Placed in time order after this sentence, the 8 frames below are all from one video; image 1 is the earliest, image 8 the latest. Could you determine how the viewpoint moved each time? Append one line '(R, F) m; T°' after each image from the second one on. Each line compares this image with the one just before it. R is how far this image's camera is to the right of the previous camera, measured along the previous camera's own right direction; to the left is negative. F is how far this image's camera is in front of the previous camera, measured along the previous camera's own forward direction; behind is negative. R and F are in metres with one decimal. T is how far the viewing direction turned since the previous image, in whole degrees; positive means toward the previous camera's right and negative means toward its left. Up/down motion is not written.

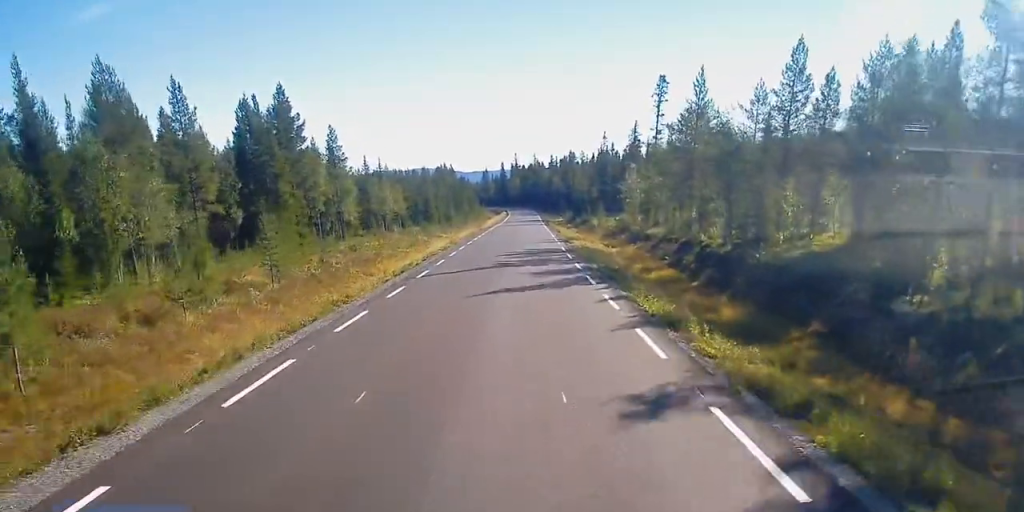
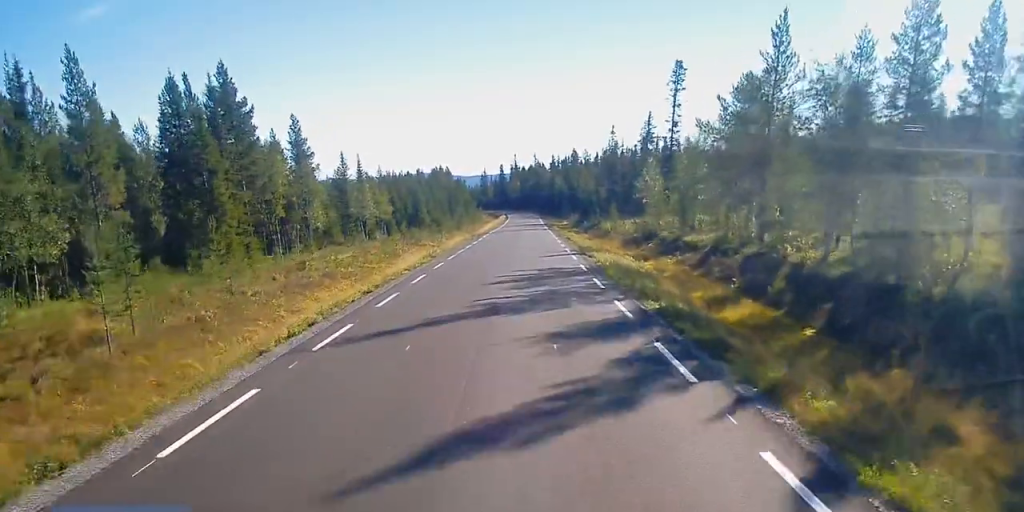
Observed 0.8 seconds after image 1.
(0.0, +13.7) m; -1°
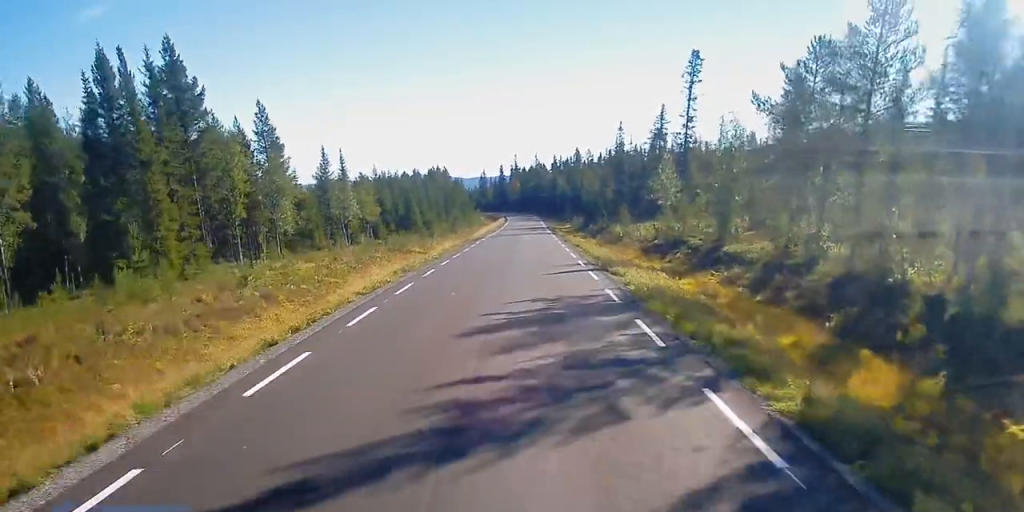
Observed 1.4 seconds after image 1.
(-0.6, +9.4) m; 0°
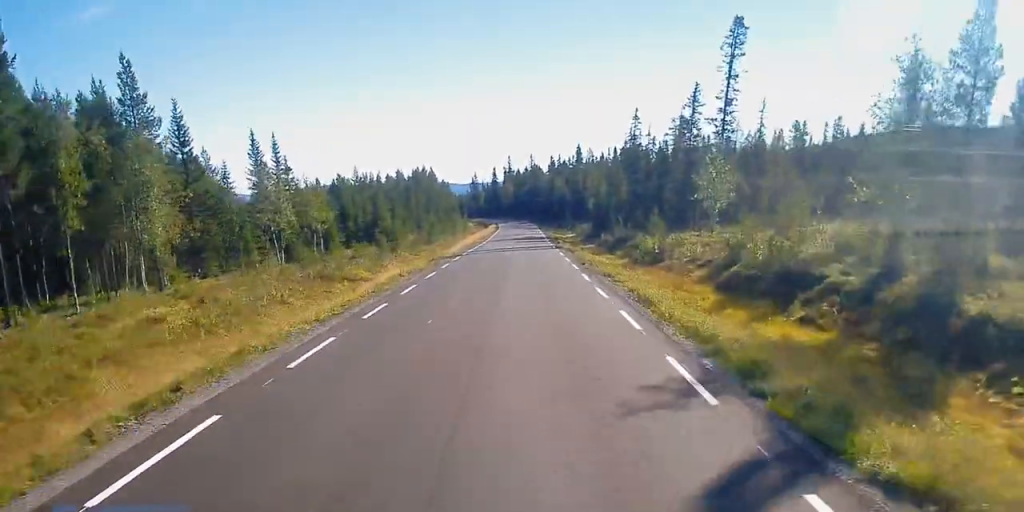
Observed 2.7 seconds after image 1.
(+0.8, +21.8) m; -1°
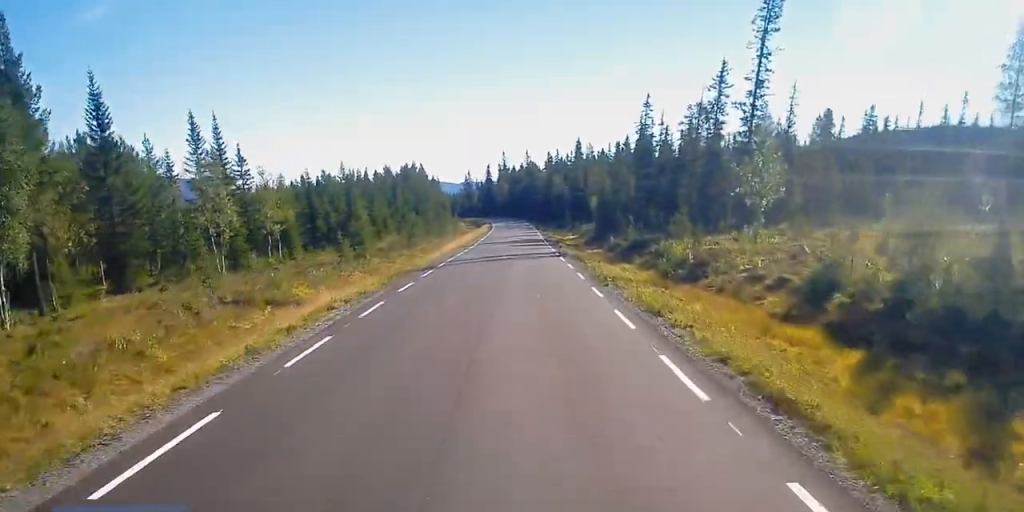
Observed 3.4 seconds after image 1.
(-0.8, +11.6) m; -1°
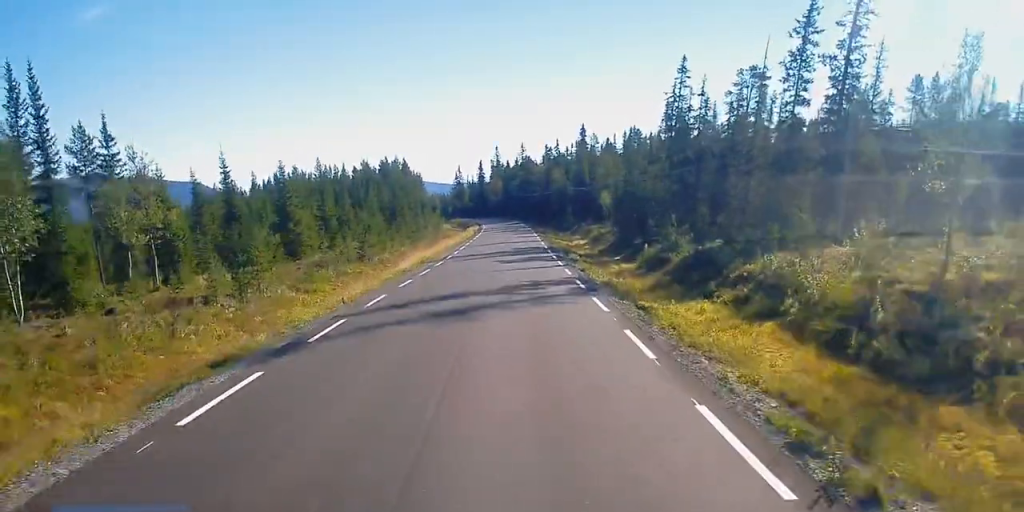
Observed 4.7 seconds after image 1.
(+0.7, +21.2) m; +4°
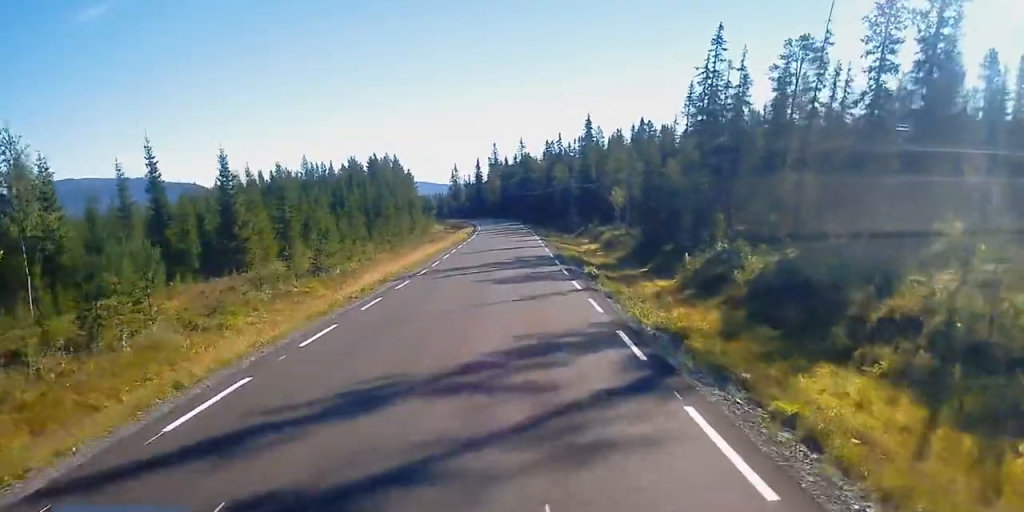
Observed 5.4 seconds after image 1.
(+0.4, +11.8) m; 0°
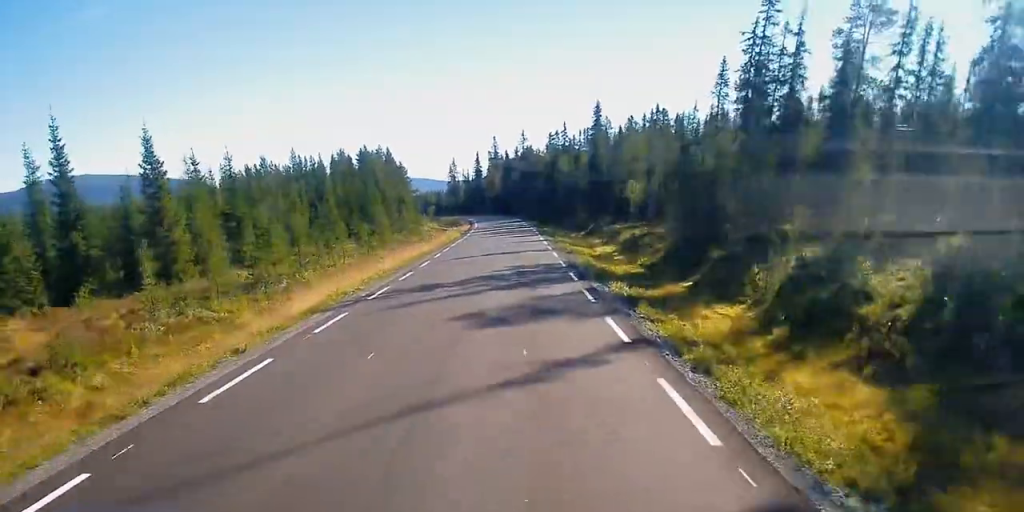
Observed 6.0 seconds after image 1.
(-0.2, +10.5) m; -1°
